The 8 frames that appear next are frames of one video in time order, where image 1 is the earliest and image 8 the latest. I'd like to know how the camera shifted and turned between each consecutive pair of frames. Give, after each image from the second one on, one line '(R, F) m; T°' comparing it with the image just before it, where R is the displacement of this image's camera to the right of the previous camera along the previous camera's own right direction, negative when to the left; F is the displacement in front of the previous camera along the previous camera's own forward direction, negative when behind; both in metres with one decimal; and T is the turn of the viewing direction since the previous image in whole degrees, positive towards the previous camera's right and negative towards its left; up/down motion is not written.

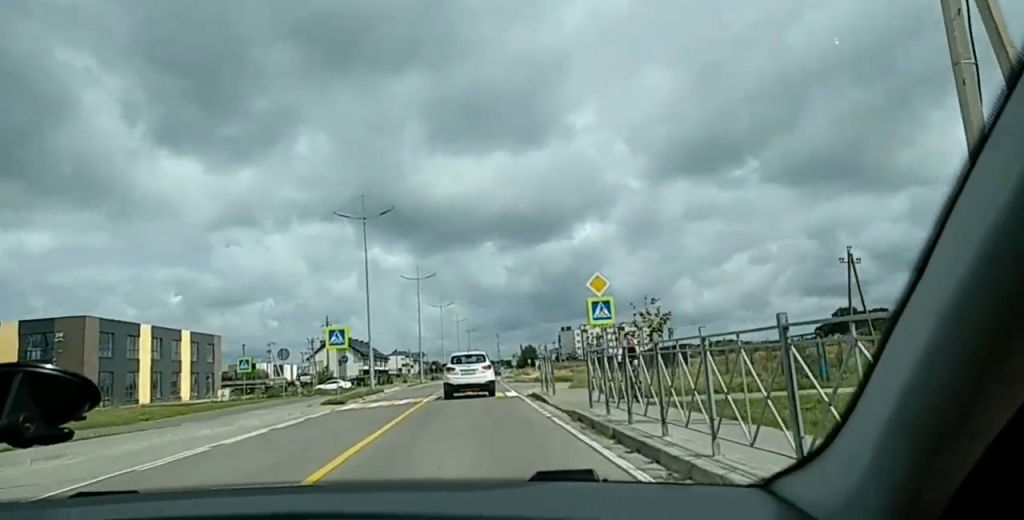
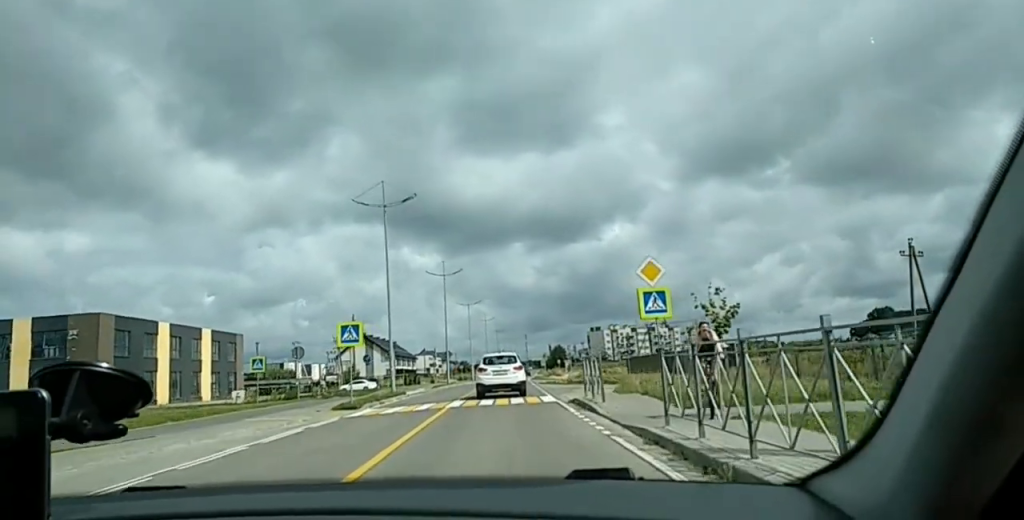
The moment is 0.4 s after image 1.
(-0.1, +4.2) m; -1°
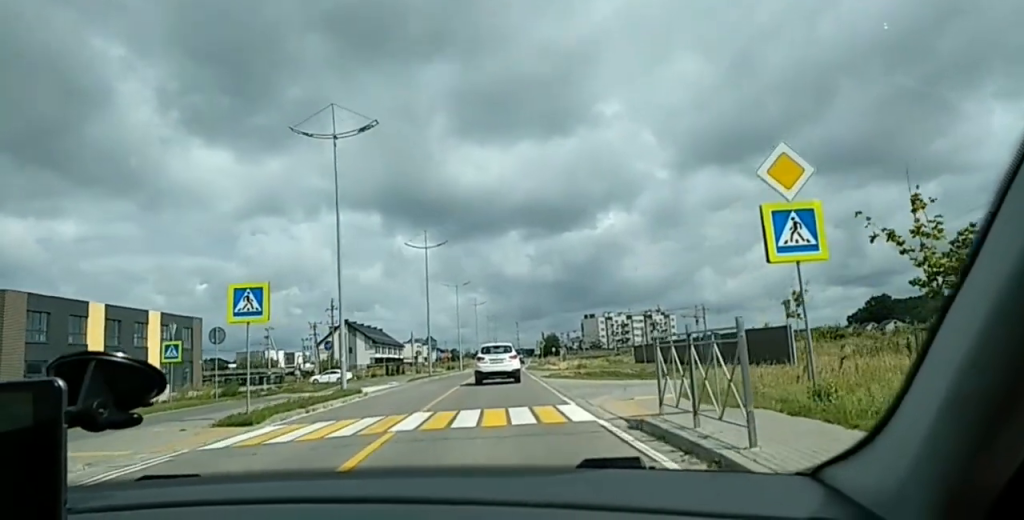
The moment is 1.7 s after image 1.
(-0.3, +11.7) m; +1°
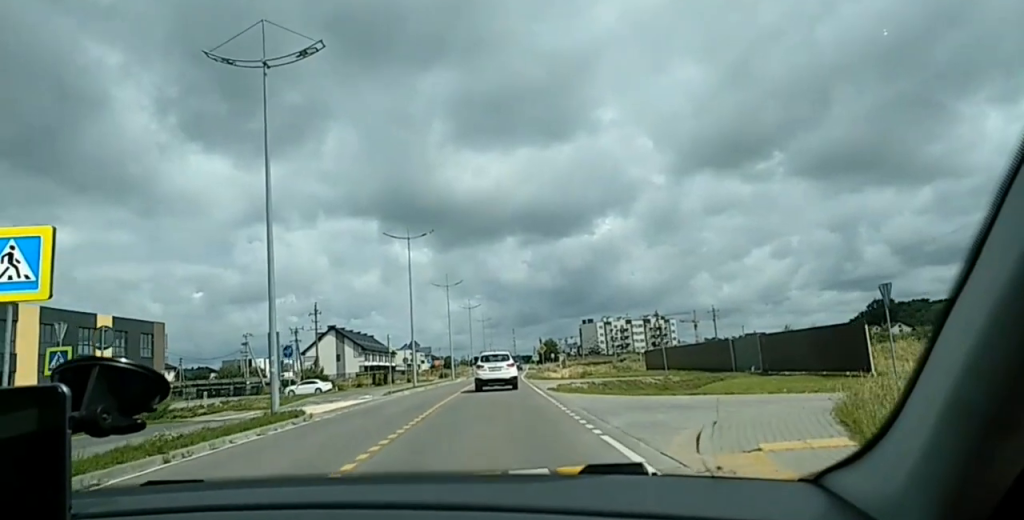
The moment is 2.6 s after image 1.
(+0.3, +8.9) m; +2°
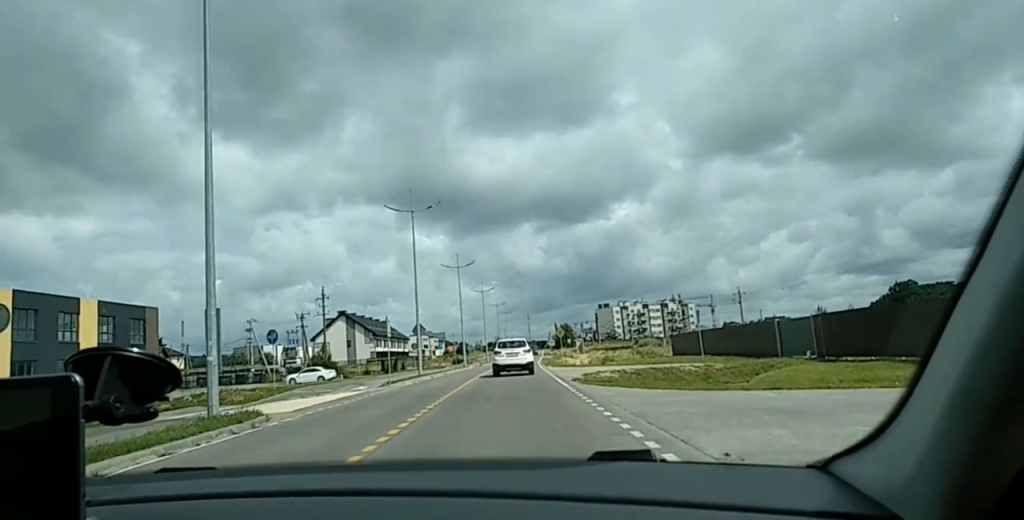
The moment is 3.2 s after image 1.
(-0.3, +5.5) m; 0°
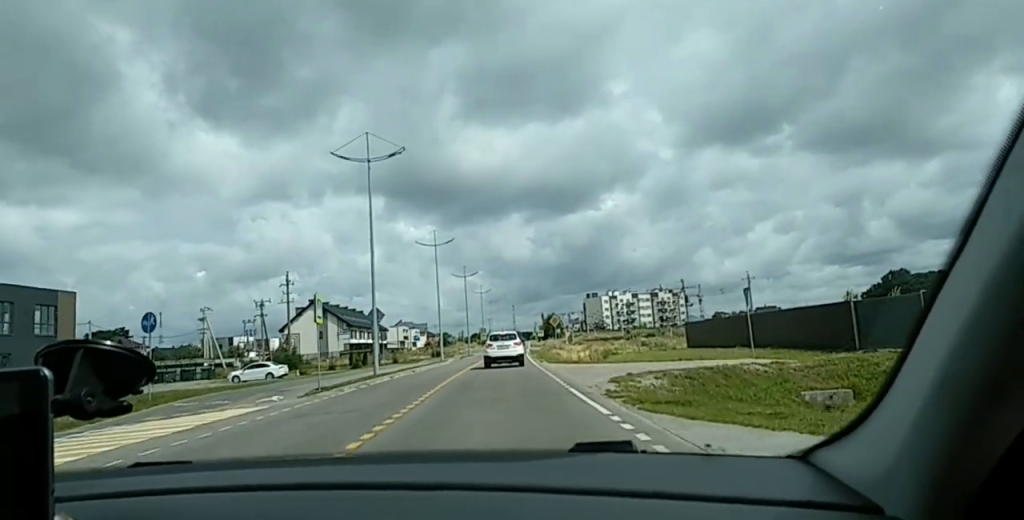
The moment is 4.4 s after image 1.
(+0.6, +10.9) m; +4°
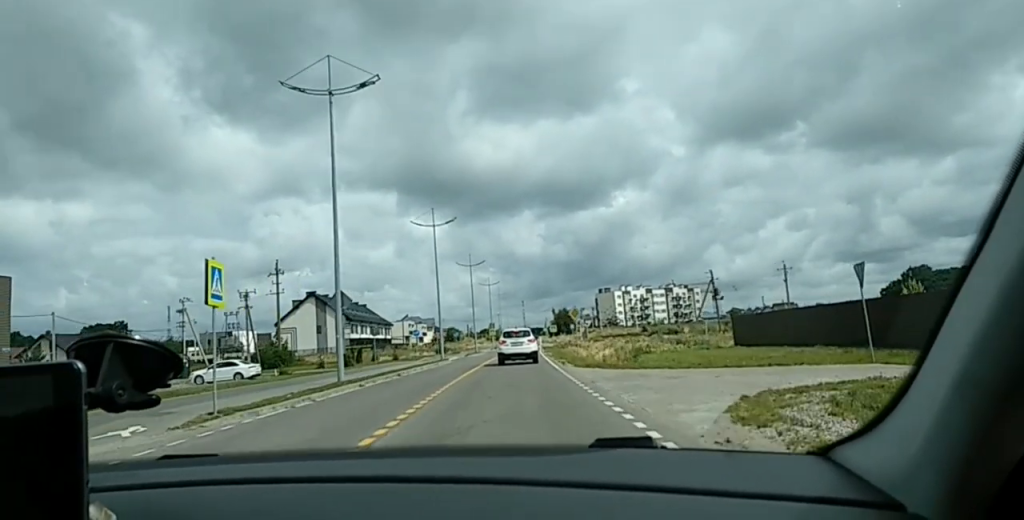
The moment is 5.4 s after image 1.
(+0.1, +9.4) m; +2°
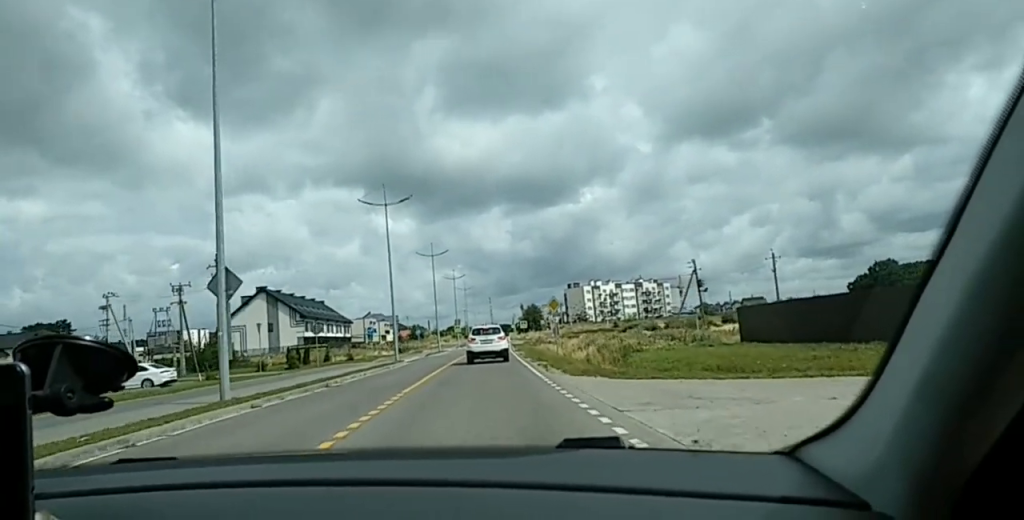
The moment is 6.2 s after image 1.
(+0.5, +7.6) m; -2°
